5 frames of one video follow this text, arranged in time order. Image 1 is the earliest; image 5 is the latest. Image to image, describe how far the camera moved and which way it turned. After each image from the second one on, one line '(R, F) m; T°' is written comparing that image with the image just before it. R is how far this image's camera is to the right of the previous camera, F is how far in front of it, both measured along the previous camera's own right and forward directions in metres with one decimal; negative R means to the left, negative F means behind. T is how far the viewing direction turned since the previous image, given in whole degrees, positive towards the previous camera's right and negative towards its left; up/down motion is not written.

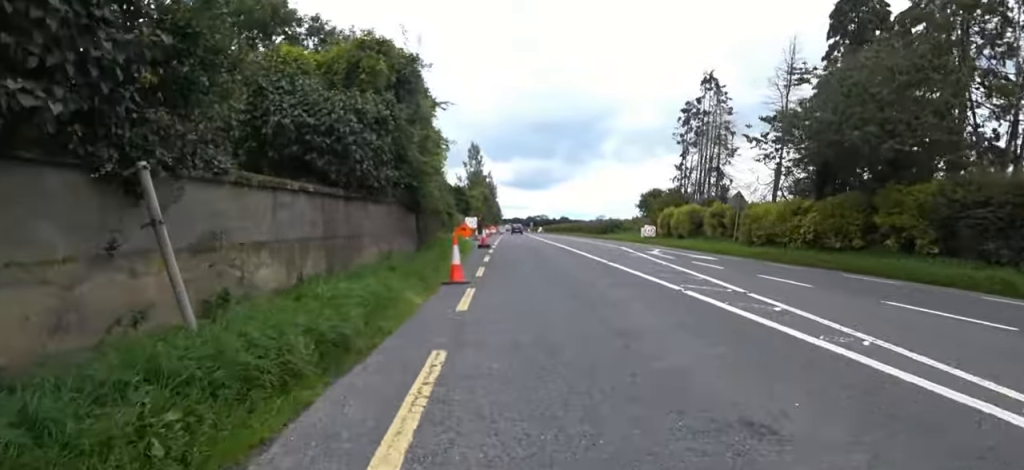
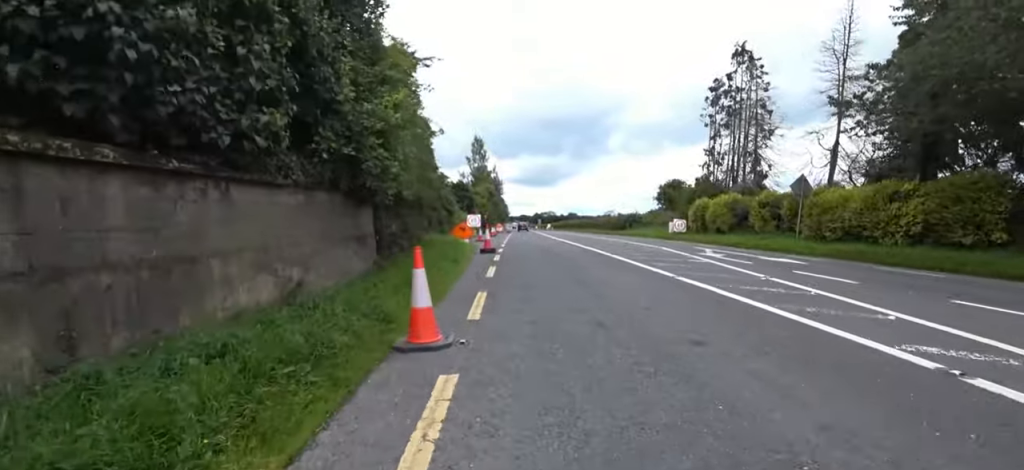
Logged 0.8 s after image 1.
(-0.2, +4.7) m; 0°
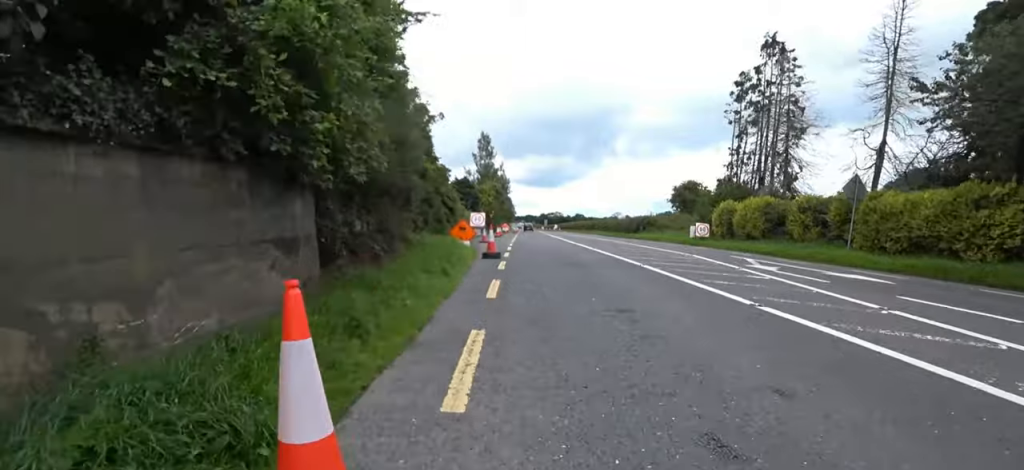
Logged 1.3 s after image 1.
(-0.1, +2.7) m; 0°
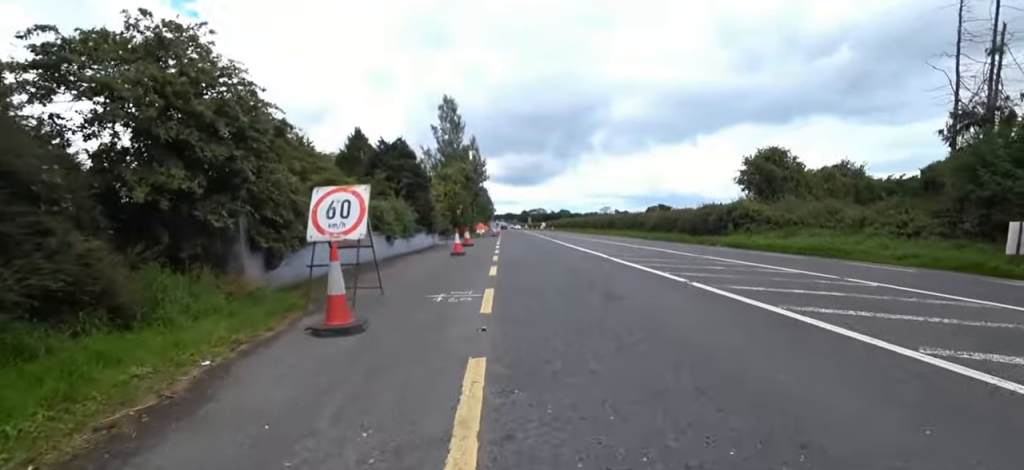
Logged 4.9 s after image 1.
(-0.1, +21.1) m; -8°
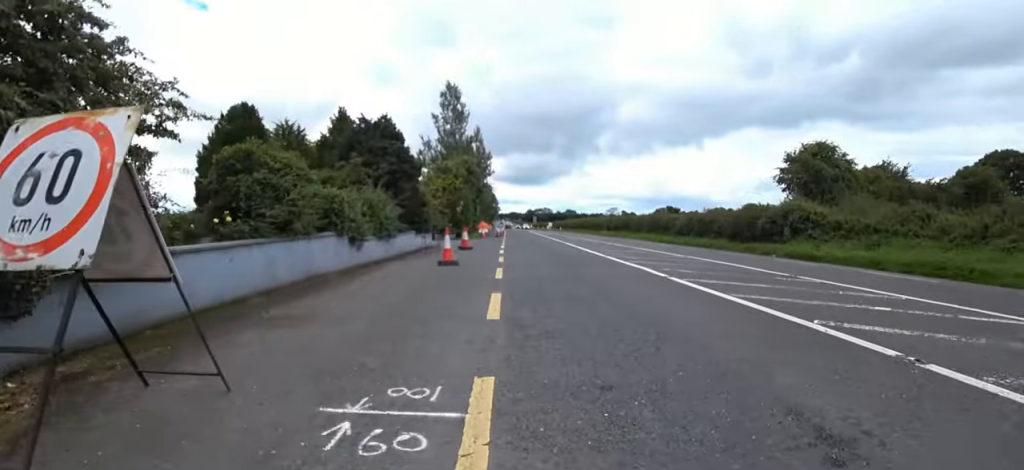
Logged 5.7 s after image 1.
(-0.3, +4.7) m; -1°
